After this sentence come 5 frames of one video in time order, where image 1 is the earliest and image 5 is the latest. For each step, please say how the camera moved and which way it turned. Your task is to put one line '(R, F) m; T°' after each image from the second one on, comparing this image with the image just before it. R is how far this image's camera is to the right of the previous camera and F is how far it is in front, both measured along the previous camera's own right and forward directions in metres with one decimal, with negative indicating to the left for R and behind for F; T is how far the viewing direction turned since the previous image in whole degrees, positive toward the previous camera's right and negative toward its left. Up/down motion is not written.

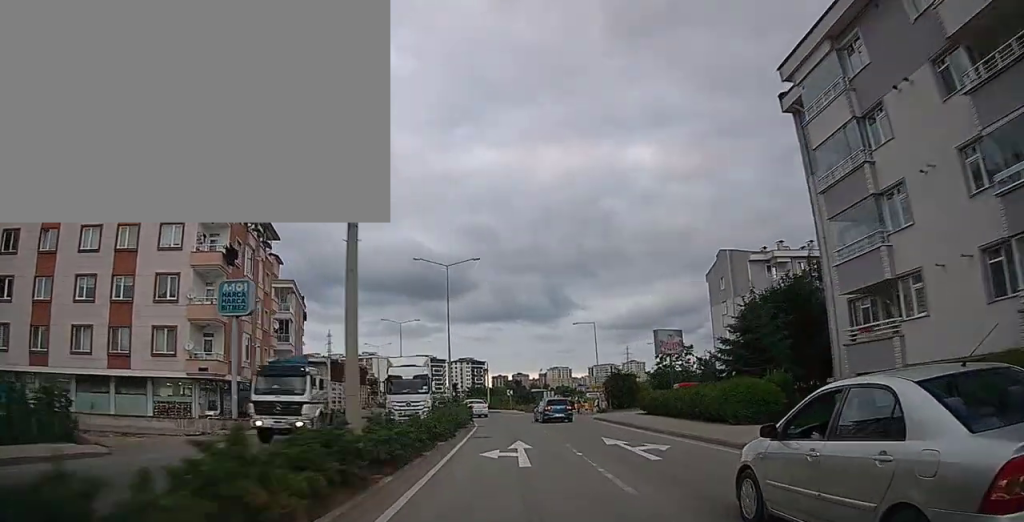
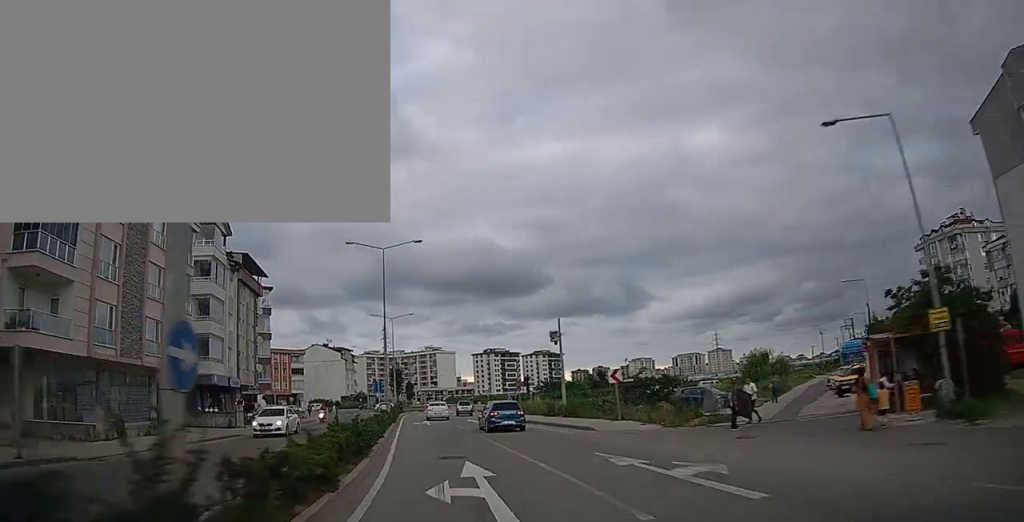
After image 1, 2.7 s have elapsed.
(-1.2, +38.5) m; -8°
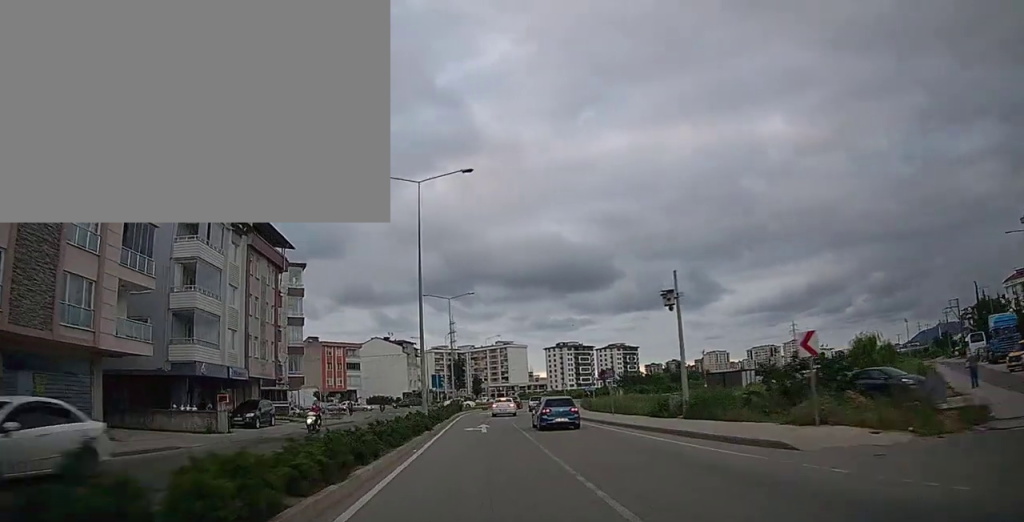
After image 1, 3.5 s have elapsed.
(-0.5, +11.8) m; -5°
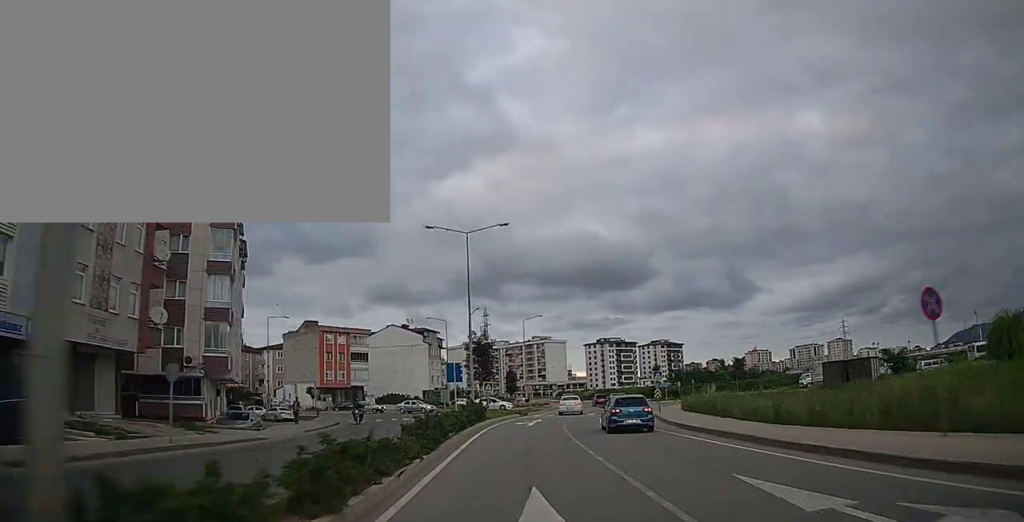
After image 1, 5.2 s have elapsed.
(-1.7, +23.2) m; -5°
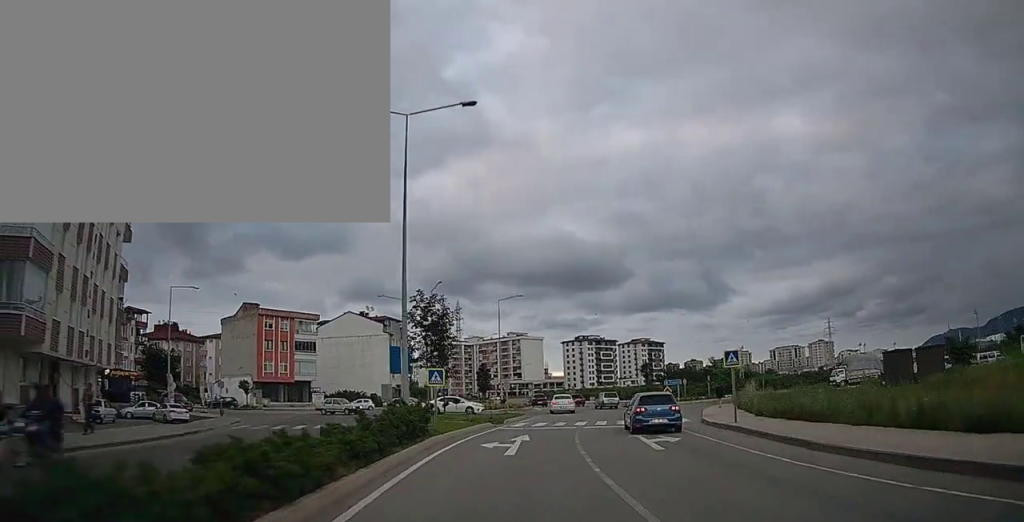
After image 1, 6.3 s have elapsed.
(+0.1, +15.1) m; +2°
